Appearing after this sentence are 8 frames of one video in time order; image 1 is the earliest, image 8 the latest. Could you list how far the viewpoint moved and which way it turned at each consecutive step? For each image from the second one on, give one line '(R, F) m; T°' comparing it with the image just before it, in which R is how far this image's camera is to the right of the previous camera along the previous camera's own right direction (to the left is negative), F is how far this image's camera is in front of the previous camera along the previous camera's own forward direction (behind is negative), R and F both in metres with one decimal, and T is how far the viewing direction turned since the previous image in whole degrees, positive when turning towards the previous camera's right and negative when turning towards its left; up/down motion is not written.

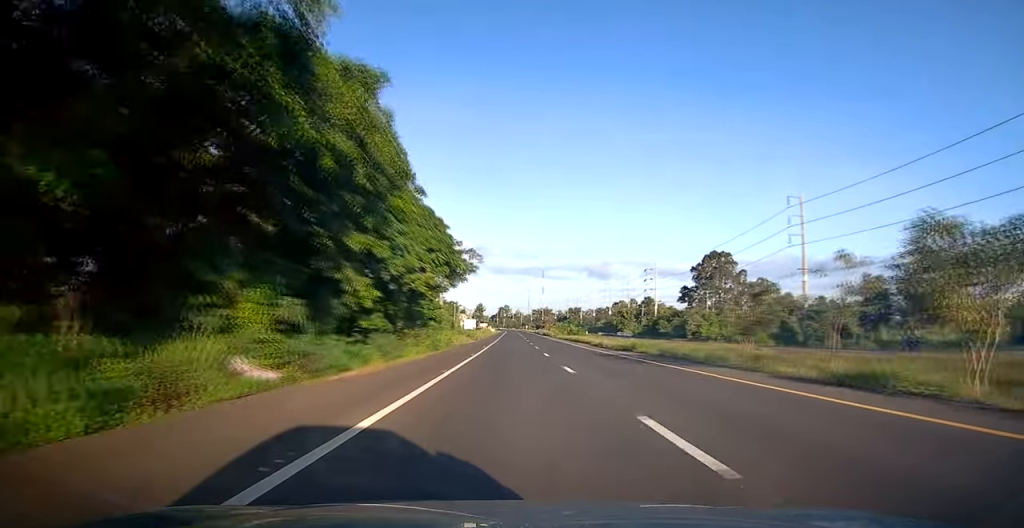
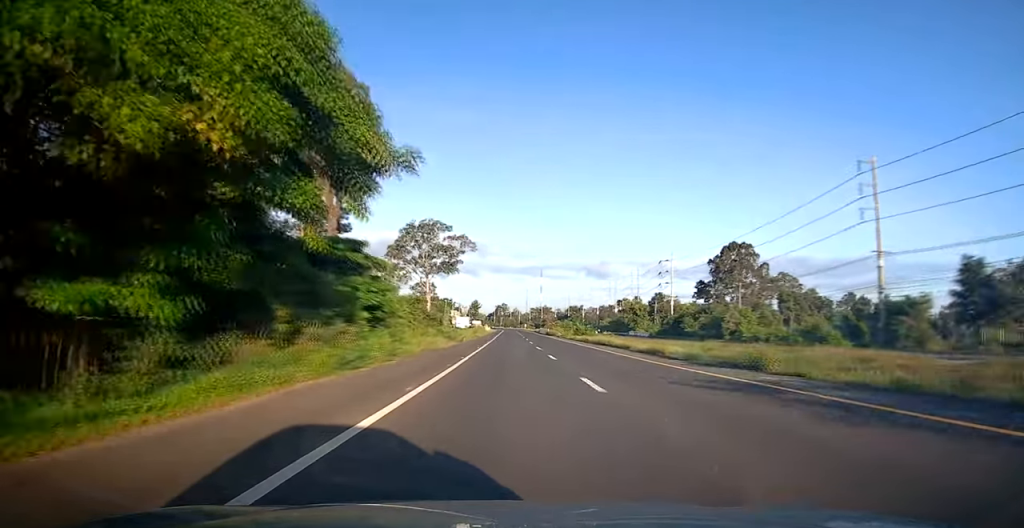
(-0.2, +17.3) m; 0°
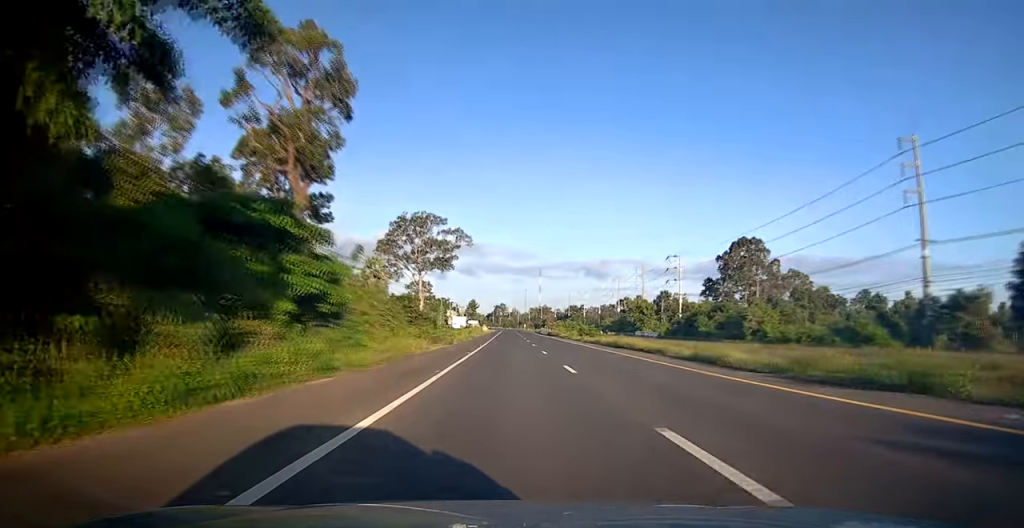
(0.0, +7.5) m; 0°
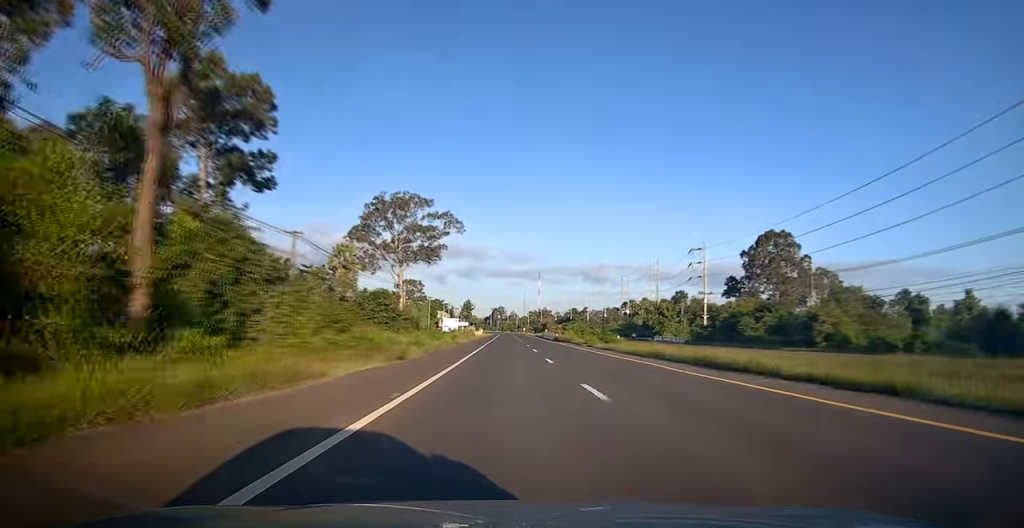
(+0.1, +17.4) m; 0°
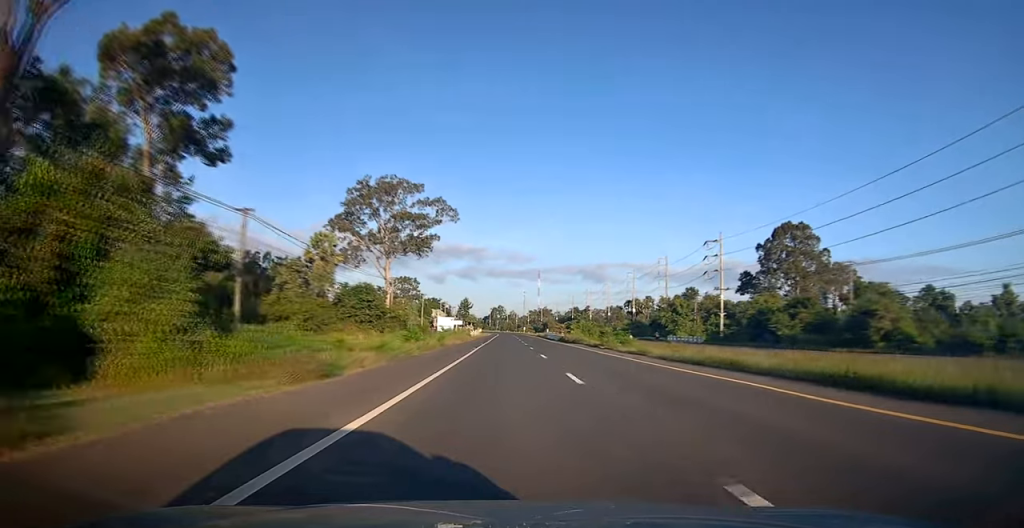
(0.0, +9.1) m; 0°
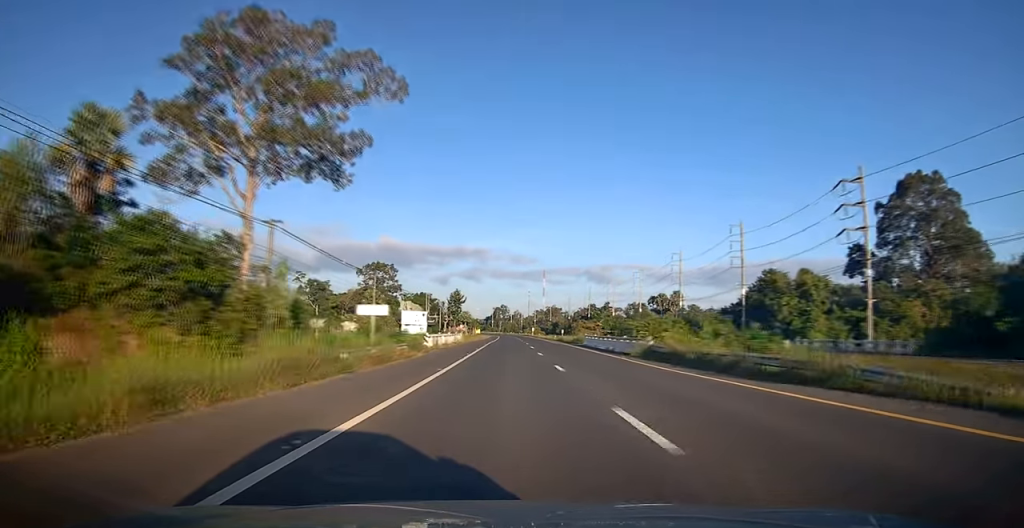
(-0.1, +43.1) m; 0°
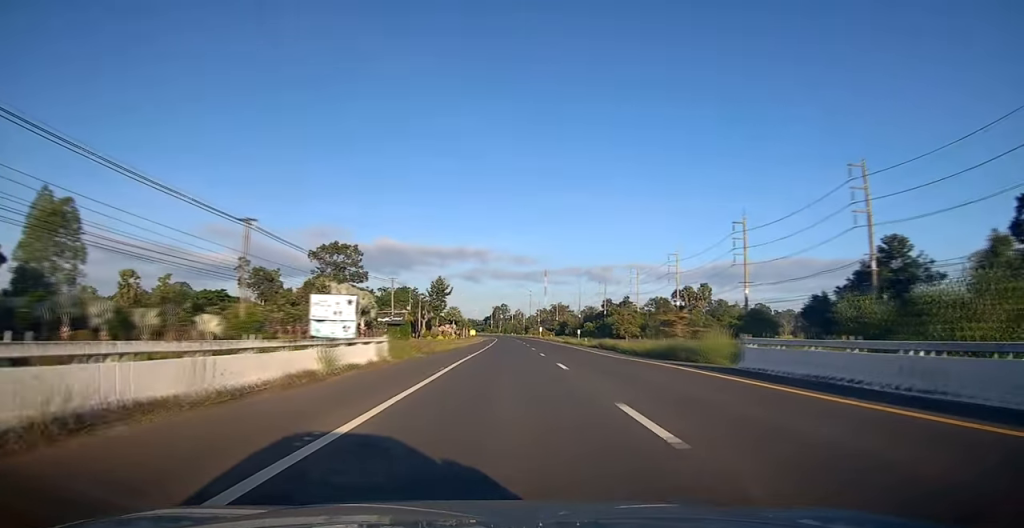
(+0.2, +35.6) m; 0°
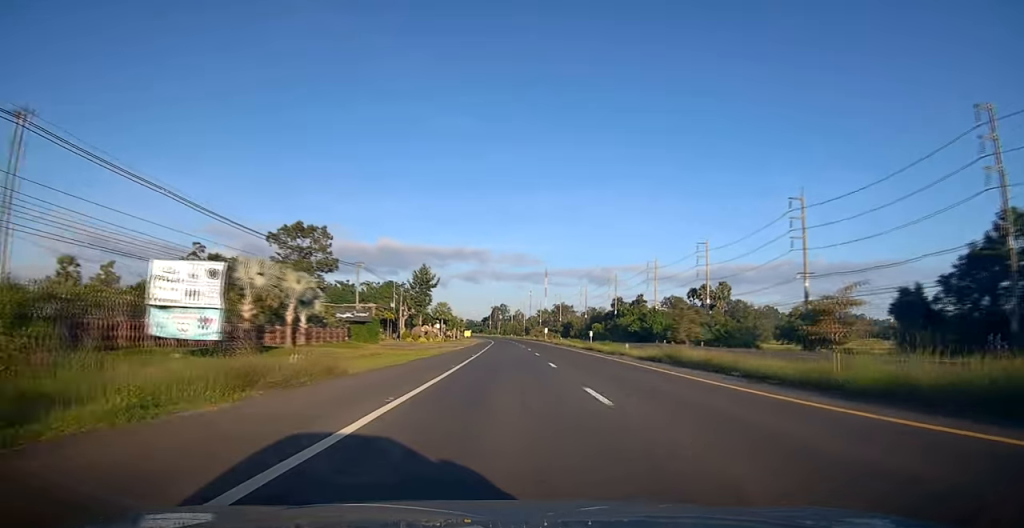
(-0.1, +19.6) m; 0°
